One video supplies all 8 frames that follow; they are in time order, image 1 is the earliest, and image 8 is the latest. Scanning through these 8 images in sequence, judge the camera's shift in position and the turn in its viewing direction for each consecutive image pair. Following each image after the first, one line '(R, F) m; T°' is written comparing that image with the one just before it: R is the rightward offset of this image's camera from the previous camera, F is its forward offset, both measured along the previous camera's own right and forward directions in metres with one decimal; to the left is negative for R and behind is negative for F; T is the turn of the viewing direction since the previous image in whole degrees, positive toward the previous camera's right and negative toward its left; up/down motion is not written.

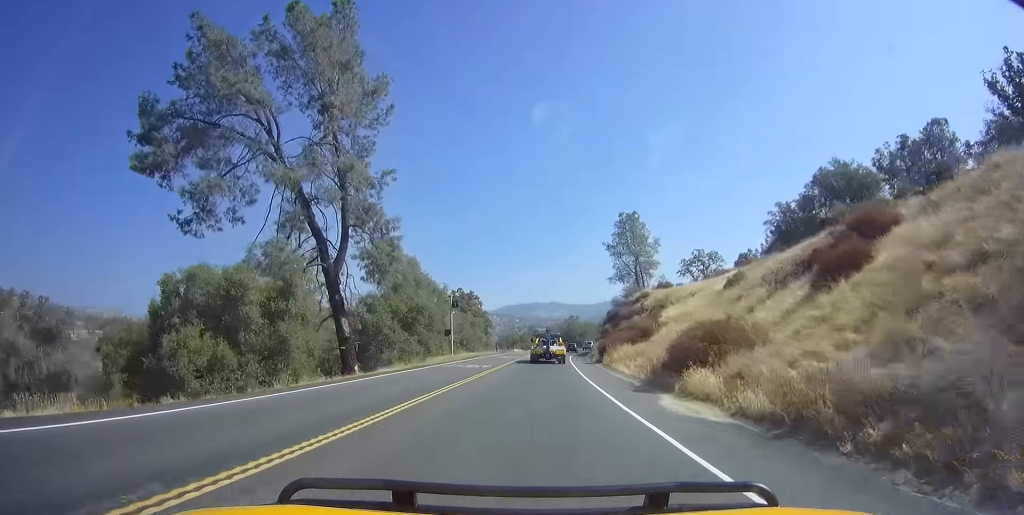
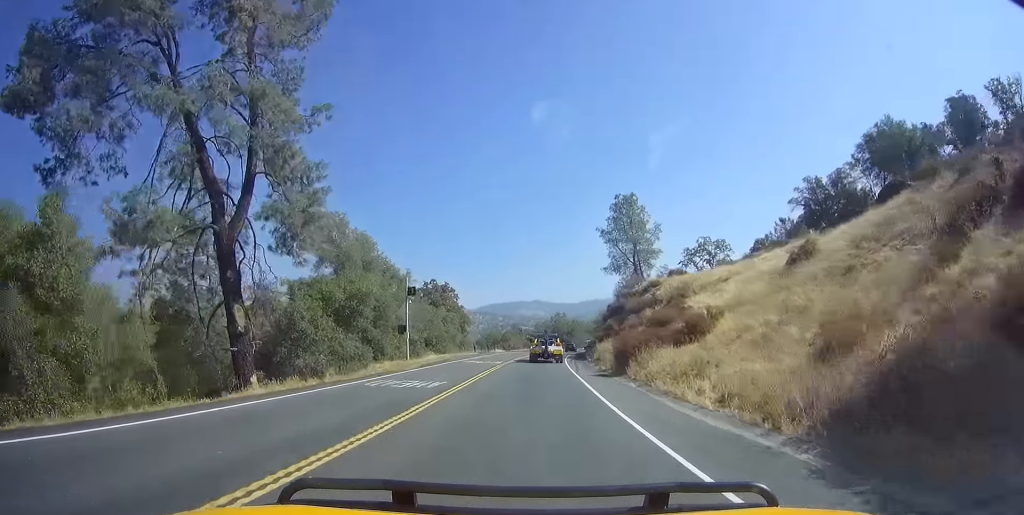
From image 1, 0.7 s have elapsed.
(+0.2, +12.6) m; +3°
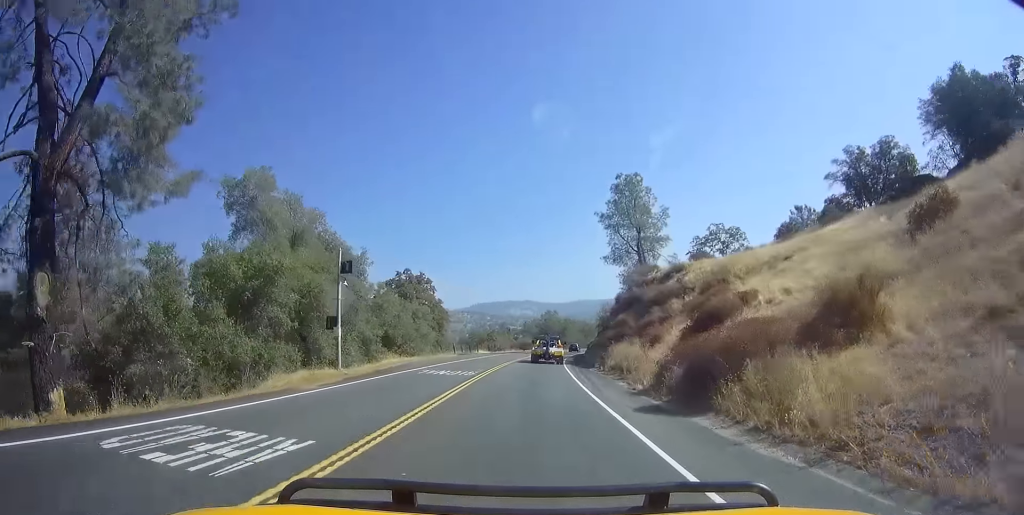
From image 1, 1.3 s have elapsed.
(+0.4, +11.7) m; +2°
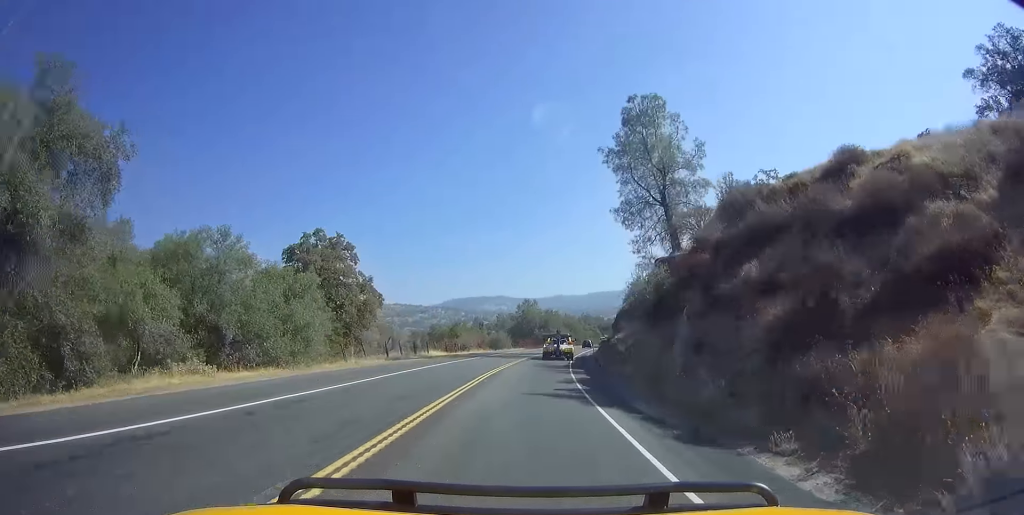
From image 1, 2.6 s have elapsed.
(+0.8, +25.9) m; +3°
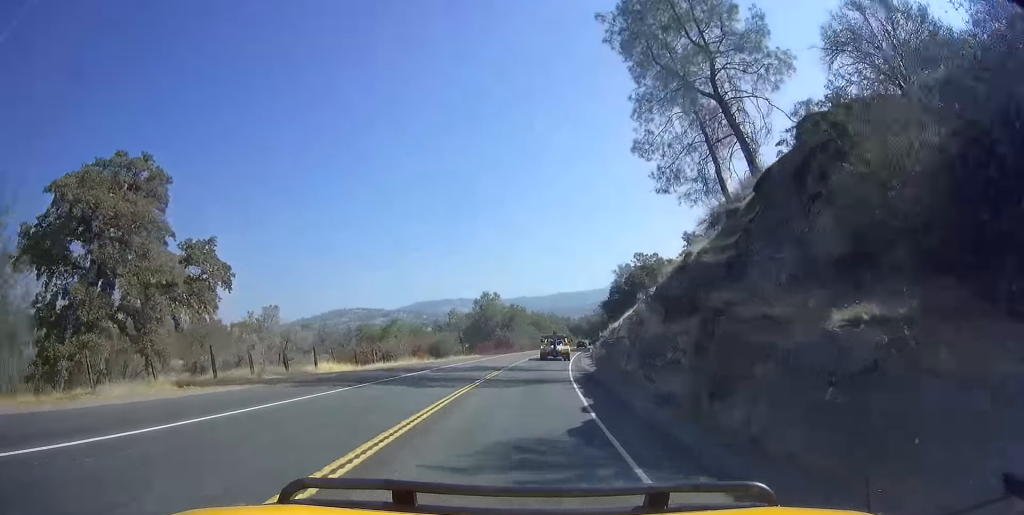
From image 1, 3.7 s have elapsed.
(+0.3, +24.1) m; +3°
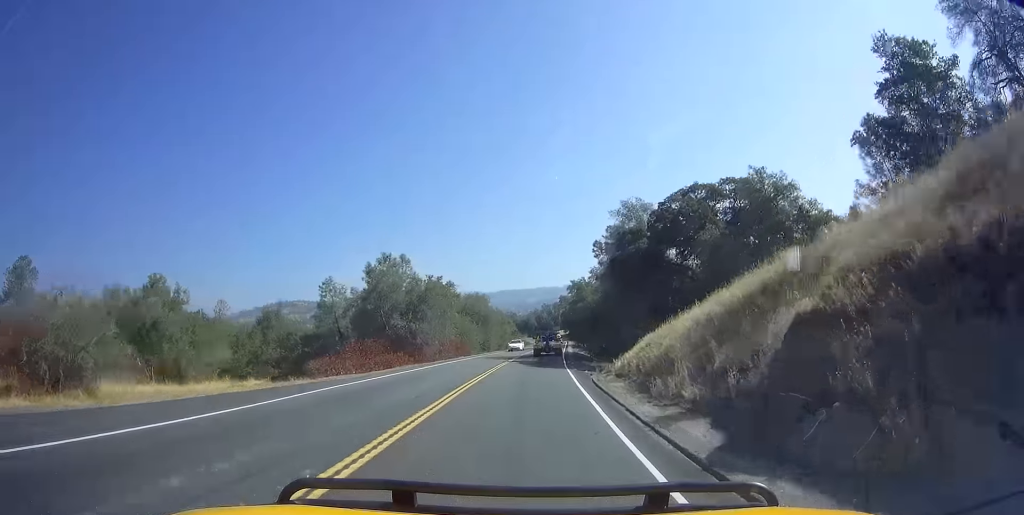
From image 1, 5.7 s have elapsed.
(+2.6, +40.6) m; +6°
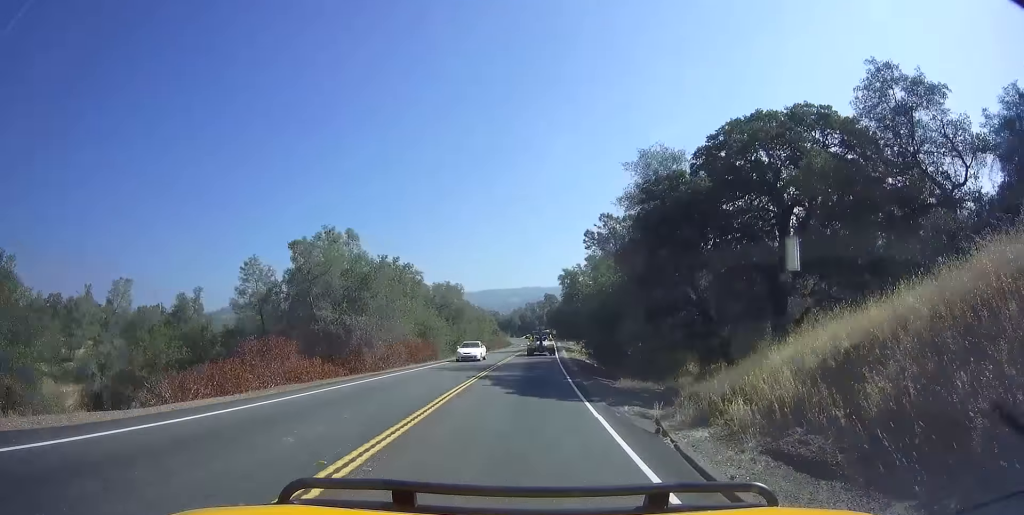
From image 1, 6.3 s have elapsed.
(+0.1, +13.6) m; +1°
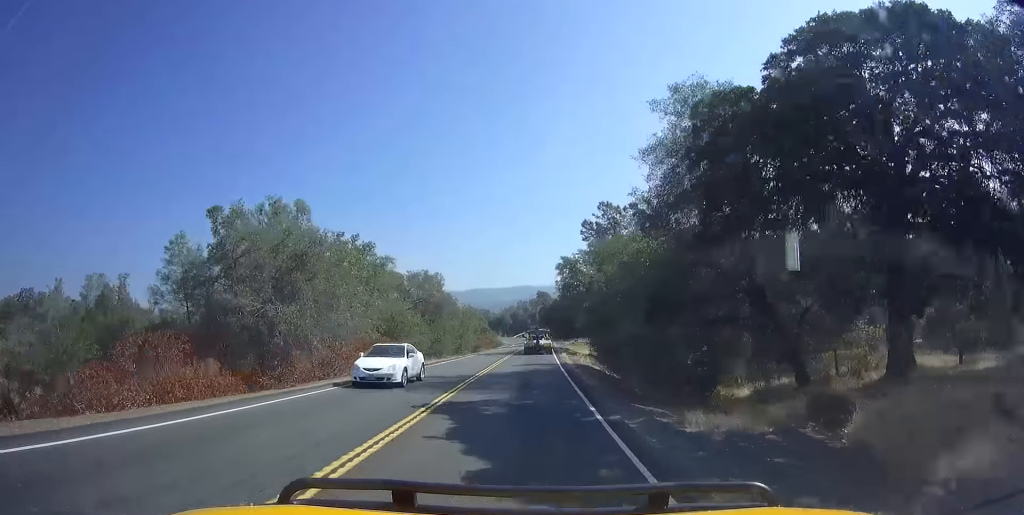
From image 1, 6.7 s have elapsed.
(-0.1, +9.3) m; +1°
